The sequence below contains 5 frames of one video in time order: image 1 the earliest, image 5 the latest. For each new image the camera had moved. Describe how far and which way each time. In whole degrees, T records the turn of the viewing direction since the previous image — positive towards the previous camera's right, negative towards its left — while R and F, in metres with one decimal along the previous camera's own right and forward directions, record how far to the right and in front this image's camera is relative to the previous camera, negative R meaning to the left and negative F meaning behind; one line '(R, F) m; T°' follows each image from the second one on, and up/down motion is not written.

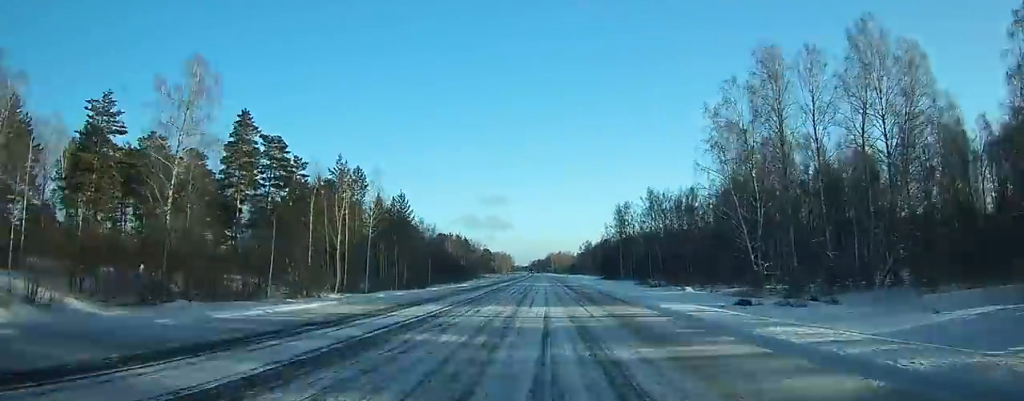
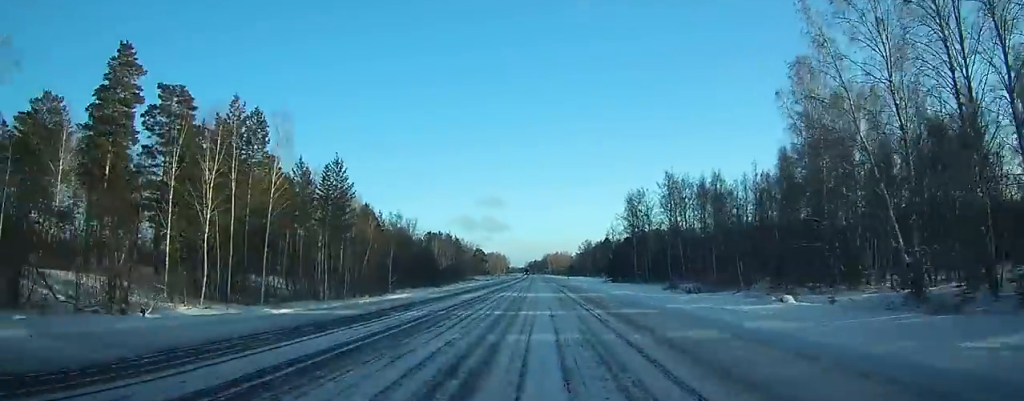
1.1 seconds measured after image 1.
(+0.2, +25.9) m; +1°
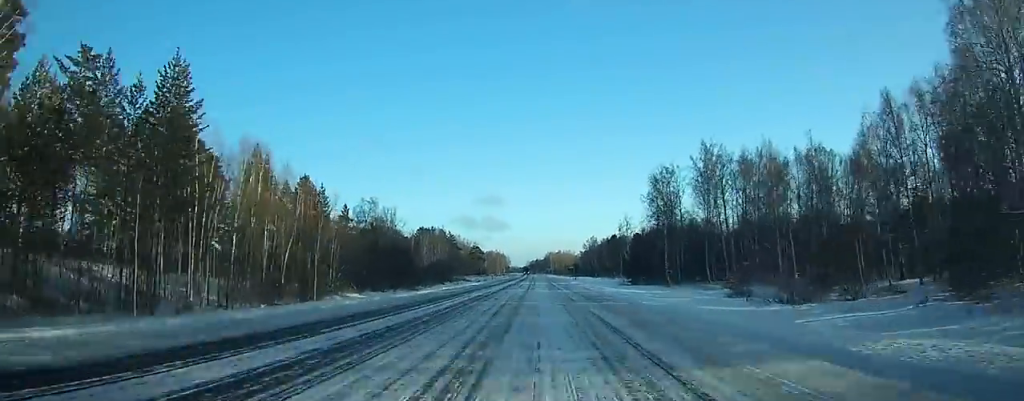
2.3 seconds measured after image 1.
(+0.2, +27.8) m; 0°
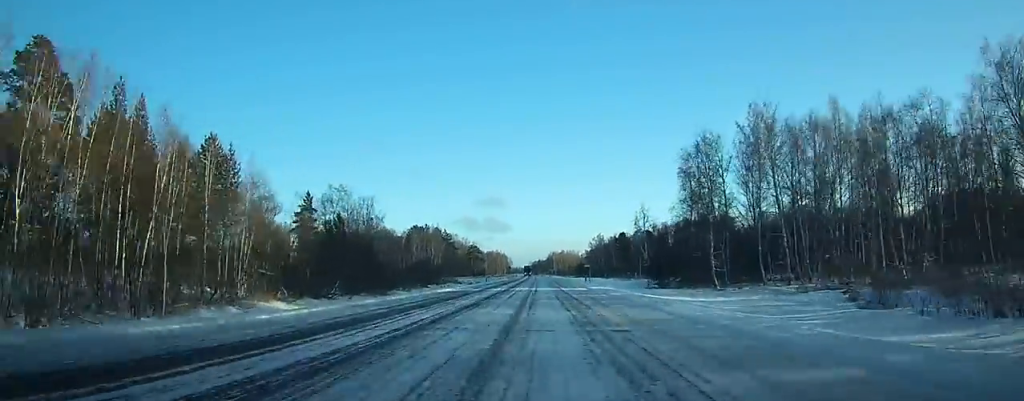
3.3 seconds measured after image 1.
(0.0, +23.2) m; 0°
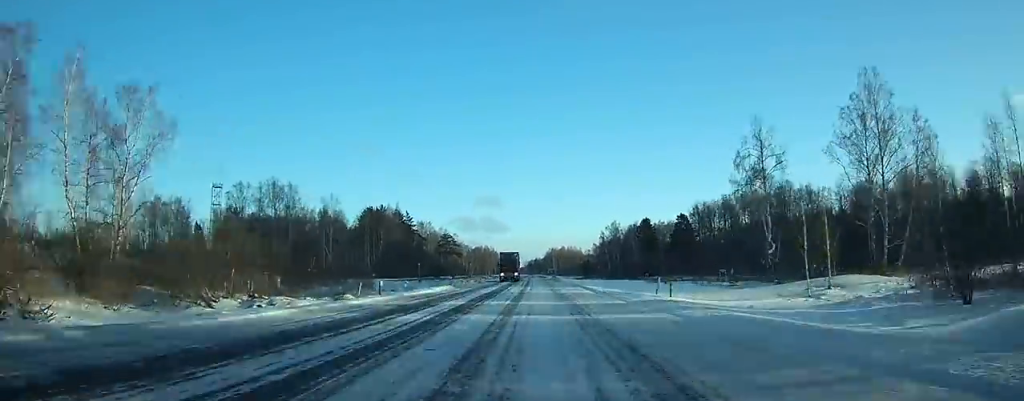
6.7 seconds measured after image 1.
(-0.1, +79.3) m; 0°
